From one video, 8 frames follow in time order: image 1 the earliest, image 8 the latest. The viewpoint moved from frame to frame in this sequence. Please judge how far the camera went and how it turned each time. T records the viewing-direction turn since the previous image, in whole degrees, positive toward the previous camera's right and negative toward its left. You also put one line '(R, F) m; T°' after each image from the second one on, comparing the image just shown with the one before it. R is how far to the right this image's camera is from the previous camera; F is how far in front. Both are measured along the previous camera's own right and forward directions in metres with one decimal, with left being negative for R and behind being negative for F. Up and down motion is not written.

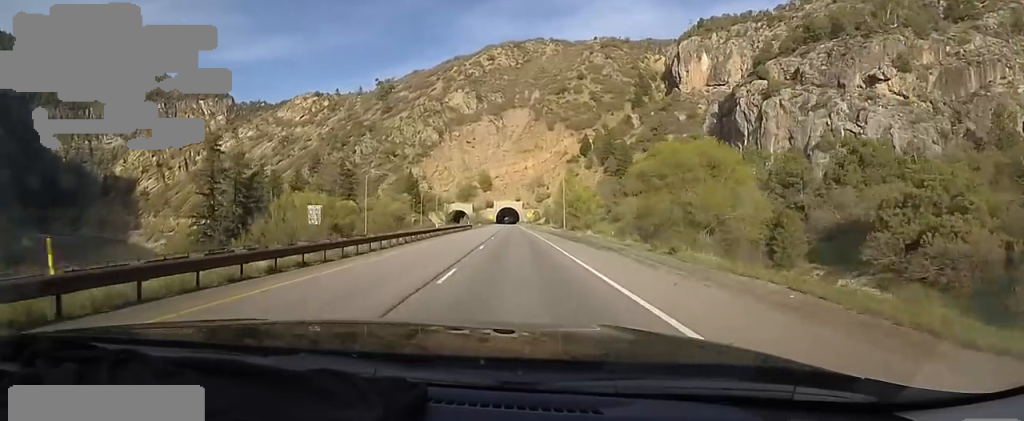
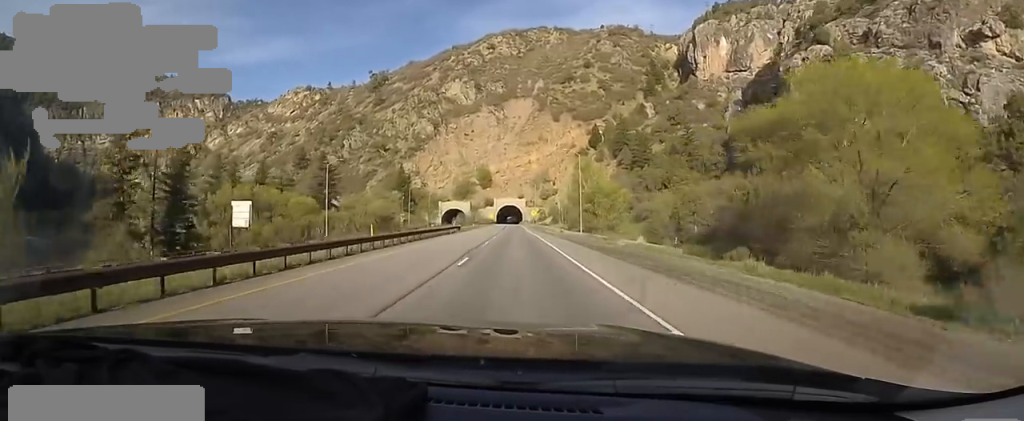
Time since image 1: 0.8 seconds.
(-0.1, +20.4) m; 0°
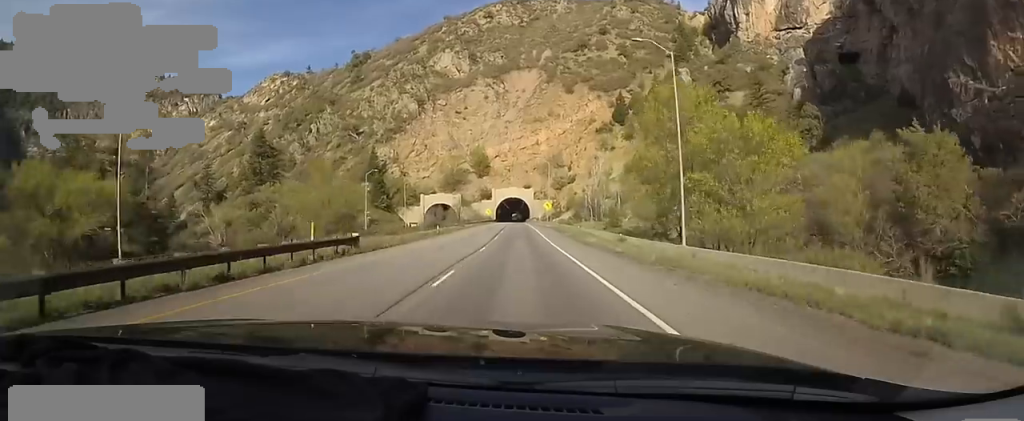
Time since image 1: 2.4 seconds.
(-0.4, +41.5) m; -3°
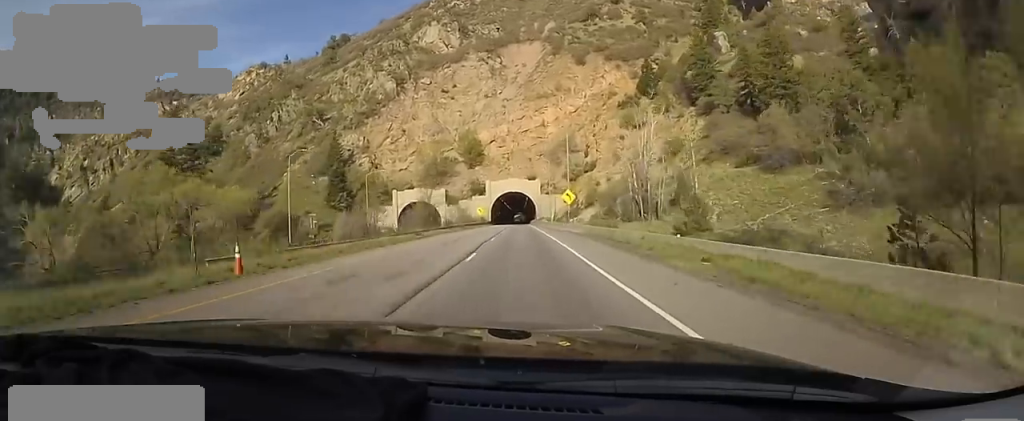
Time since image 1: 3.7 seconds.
(+0.4, +31.9) m; +3°
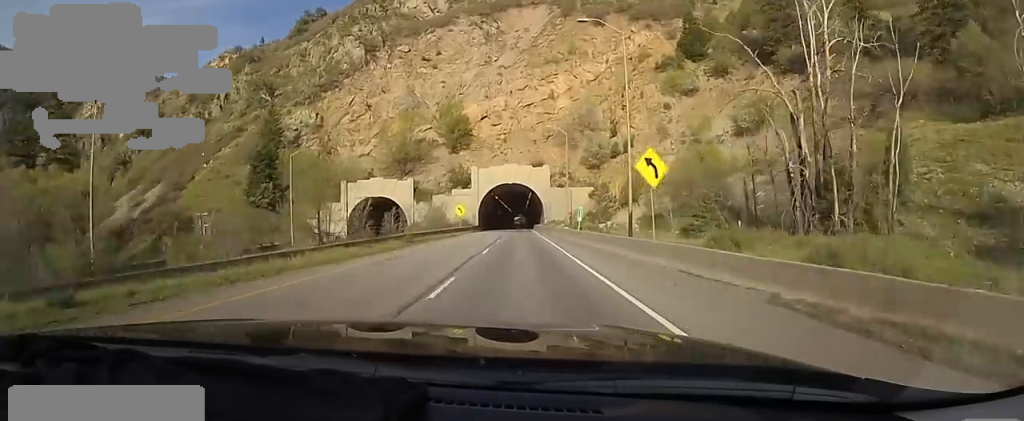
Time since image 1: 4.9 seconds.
(+0.6, +31.0) m; -1°
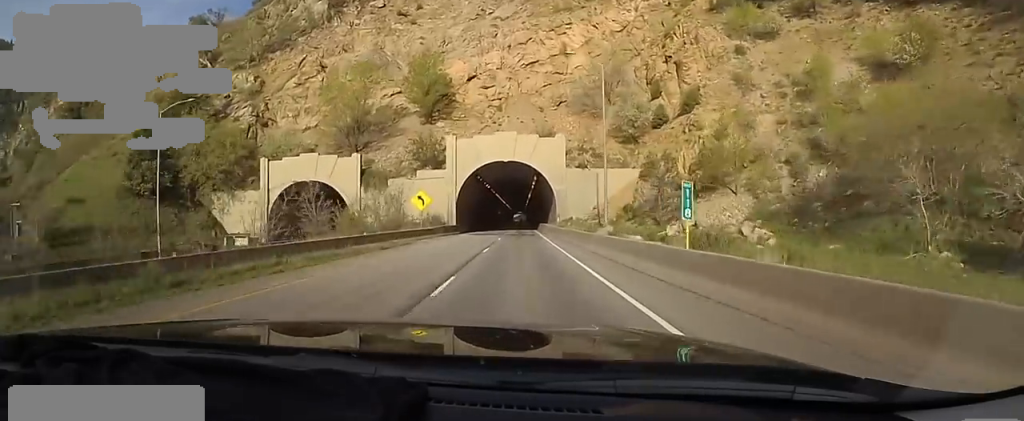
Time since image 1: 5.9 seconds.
(-0.7, +24.2) m; 0°
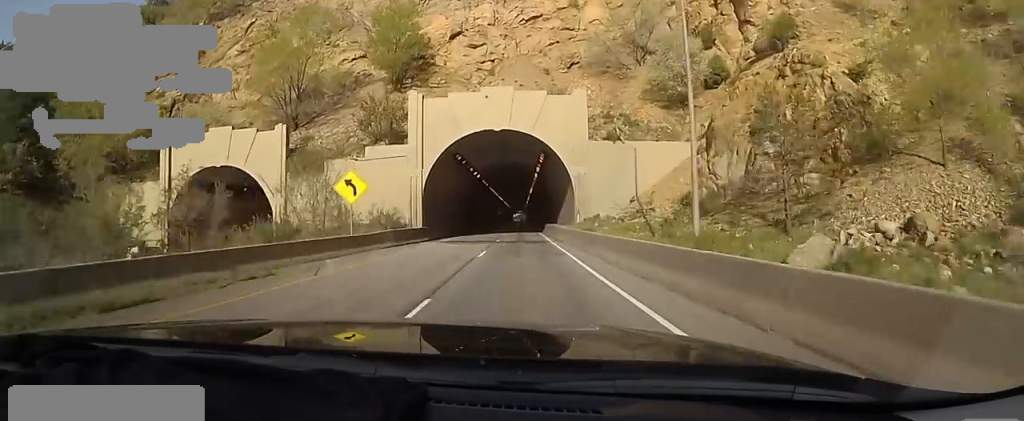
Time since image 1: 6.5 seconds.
(-0.3, +15.7) m; +2°
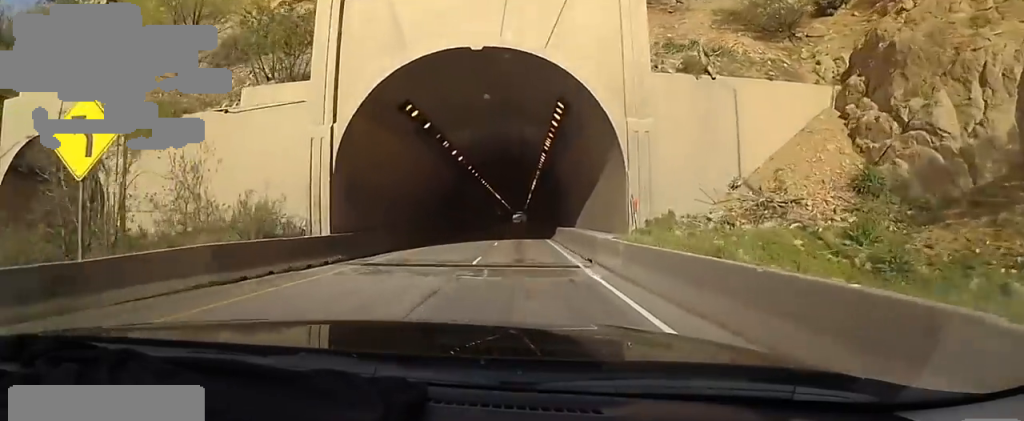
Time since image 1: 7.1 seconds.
(+0.9, +14.7) m; 0°
